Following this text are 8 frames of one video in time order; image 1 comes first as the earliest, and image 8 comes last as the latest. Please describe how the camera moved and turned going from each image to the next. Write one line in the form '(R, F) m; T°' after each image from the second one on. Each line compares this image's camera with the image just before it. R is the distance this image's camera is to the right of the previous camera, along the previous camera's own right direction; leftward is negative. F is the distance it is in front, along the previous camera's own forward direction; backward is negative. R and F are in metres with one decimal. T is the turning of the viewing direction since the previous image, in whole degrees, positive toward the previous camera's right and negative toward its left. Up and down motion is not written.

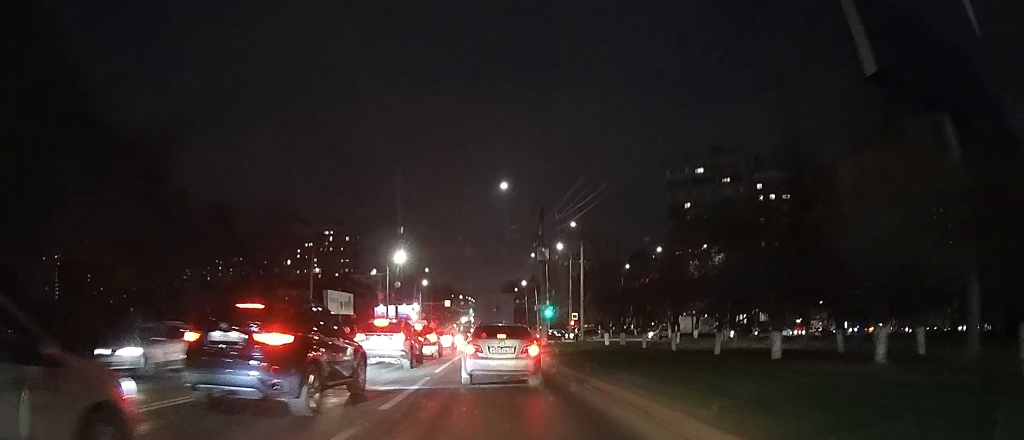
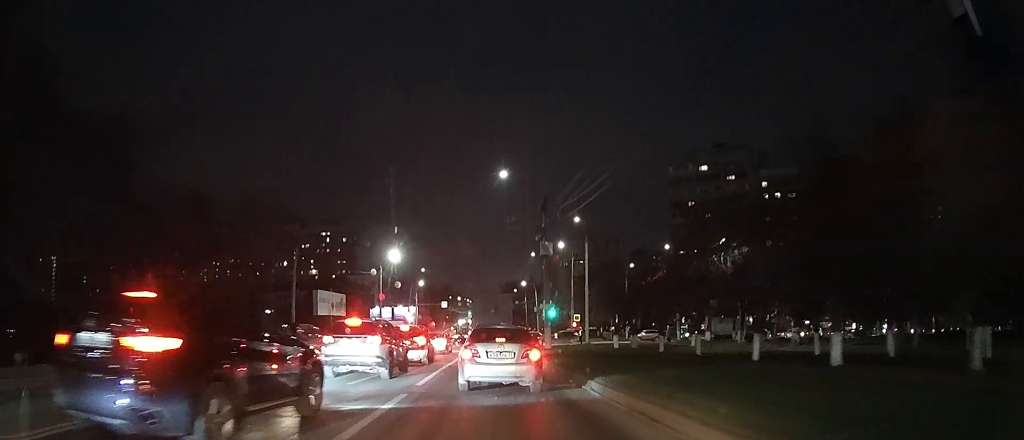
(0.0, +2.9) m; 0°
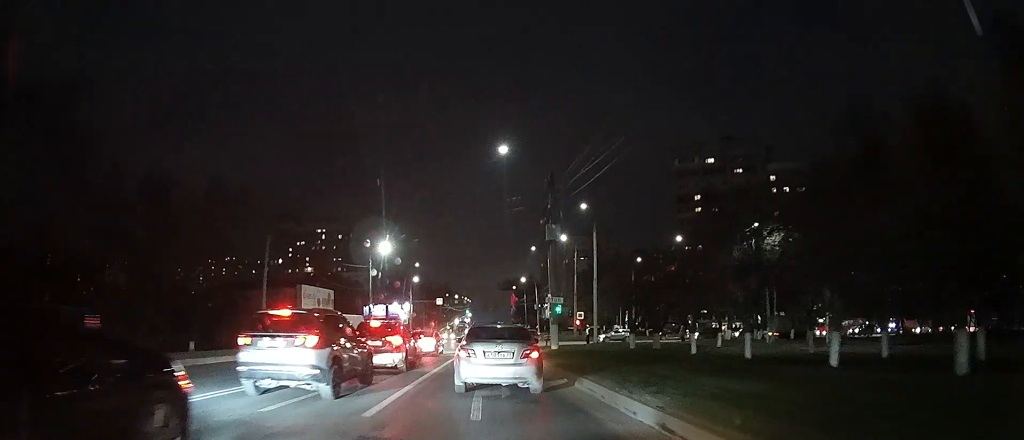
(0.0, +4.4) m; 0°
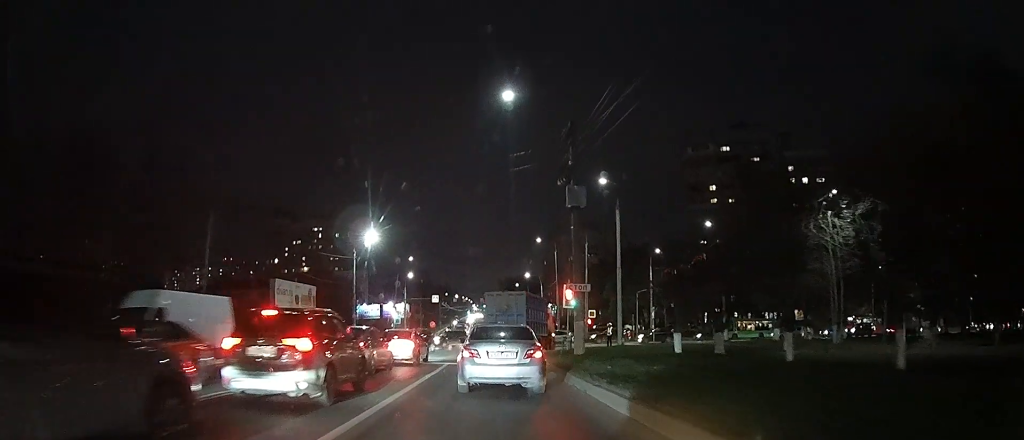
(0.0, +7.6) m; 0°
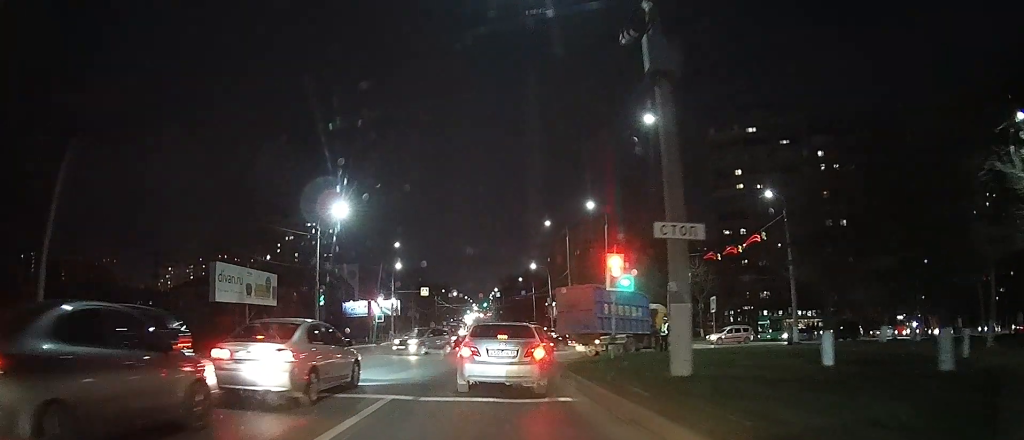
(0.0, +13.4) m; 0°
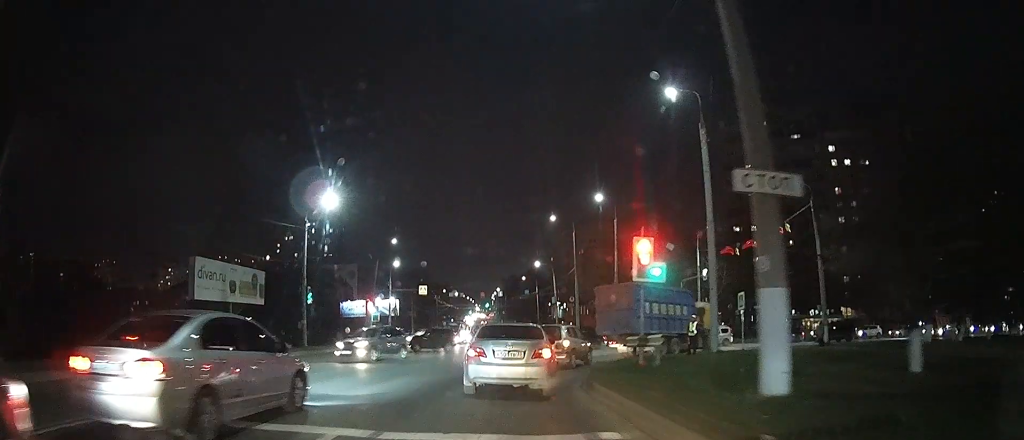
(0.0, +3.8) m; +1°
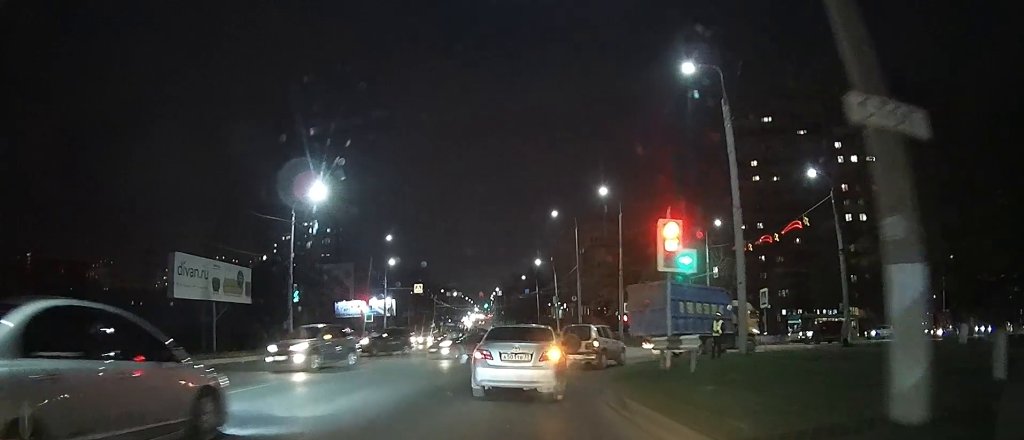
(0.0, +2.8) m; +1°
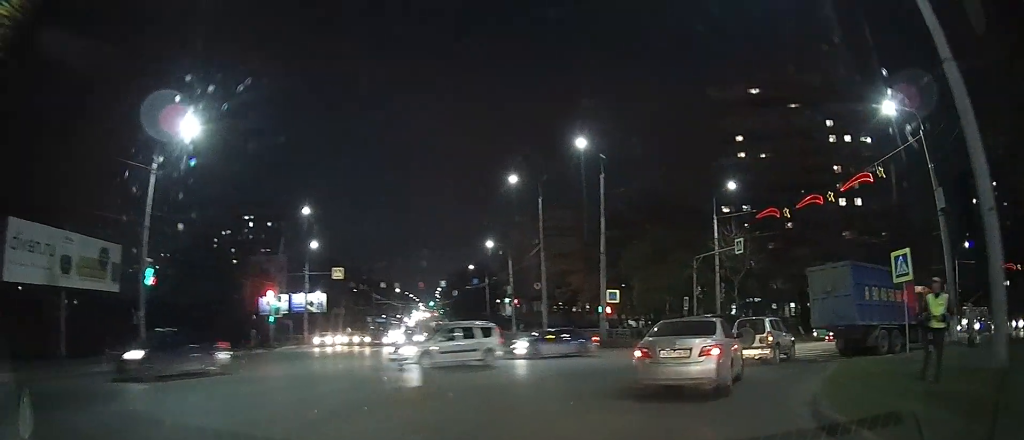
(+0.7, +12.0) m; +11°
